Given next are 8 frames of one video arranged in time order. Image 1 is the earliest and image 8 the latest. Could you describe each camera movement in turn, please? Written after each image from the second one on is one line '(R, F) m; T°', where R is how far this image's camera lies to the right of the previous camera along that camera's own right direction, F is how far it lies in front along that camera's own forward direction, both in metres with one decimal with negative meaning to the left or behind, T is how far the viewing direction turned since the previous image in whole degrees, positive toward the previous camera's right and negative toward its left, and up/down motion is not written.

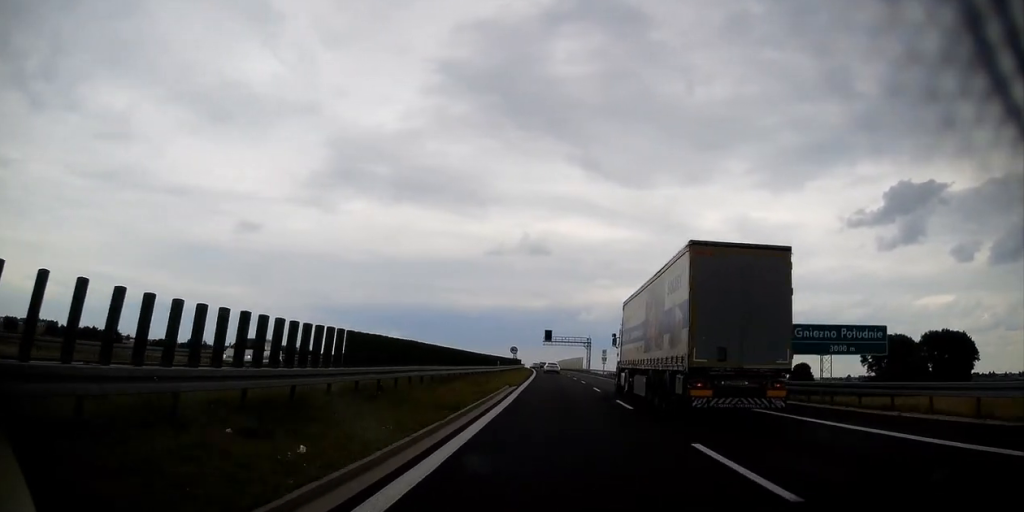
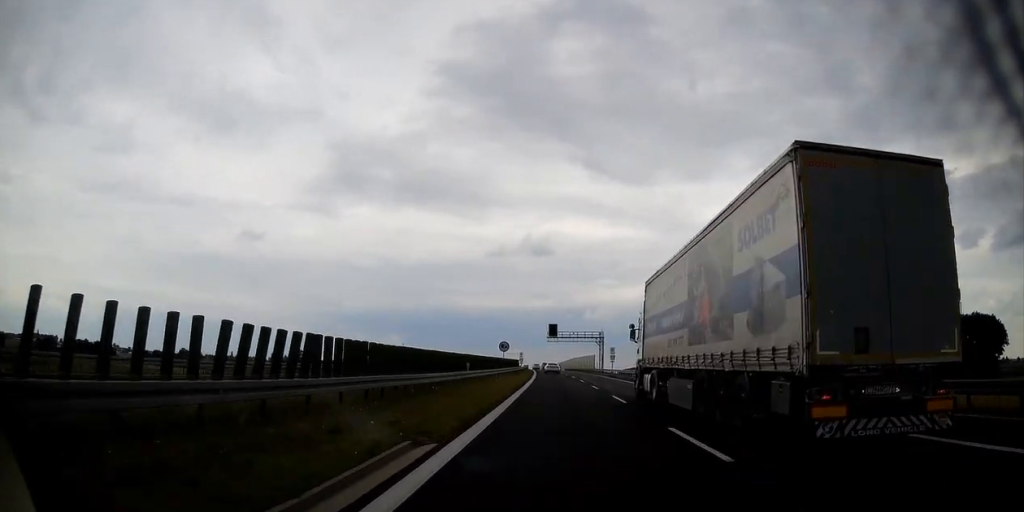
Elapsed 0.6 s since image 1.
(-0.4, +21.4) m; -1°
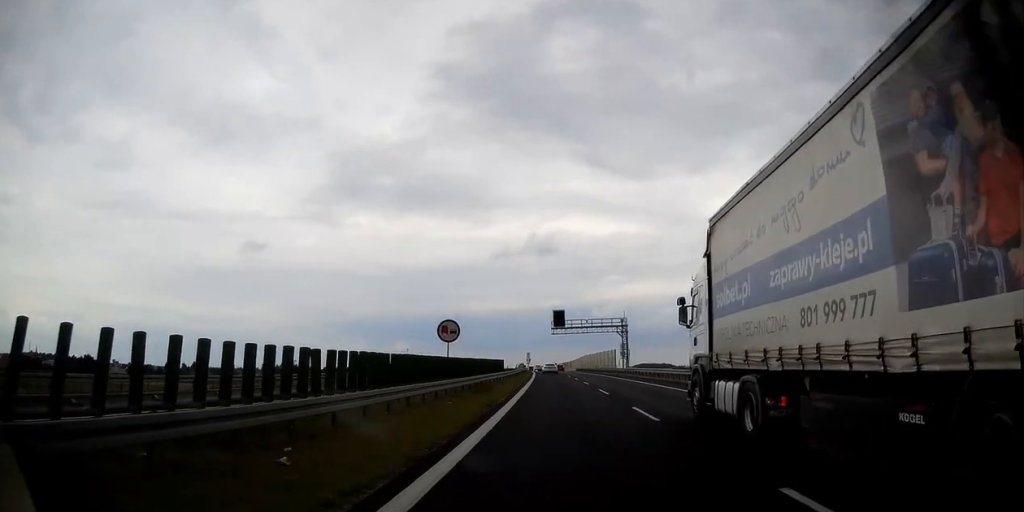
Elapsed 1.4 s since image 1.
(-0.1, +29.8) m; -1°
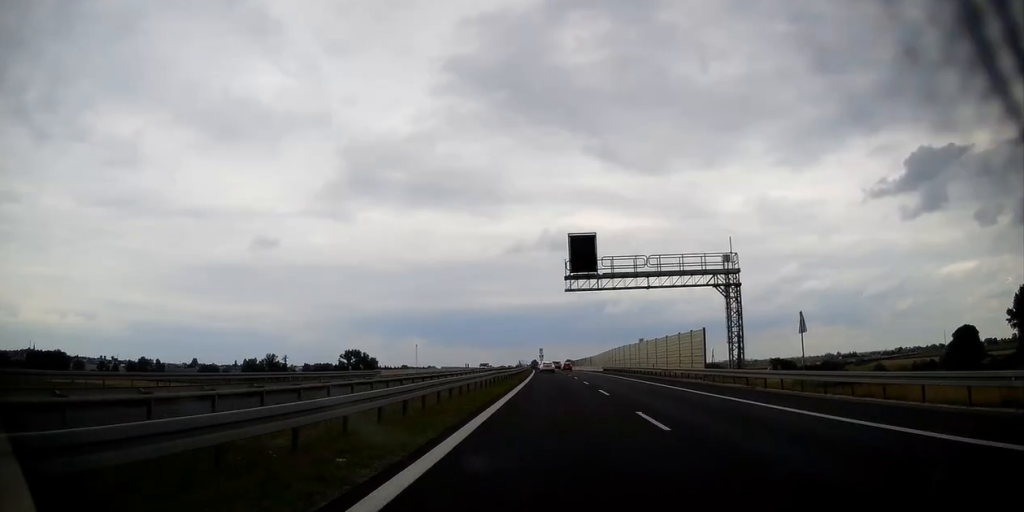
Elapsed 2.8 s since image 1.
(-0.4, +48.9) m; -2°
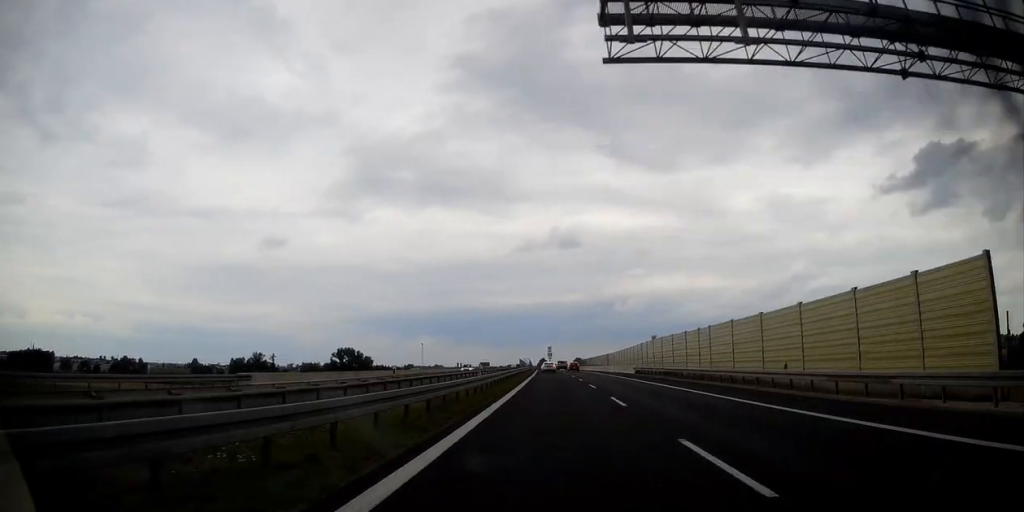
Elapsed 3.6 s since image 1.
(-0.4, +29.8) m; -1°
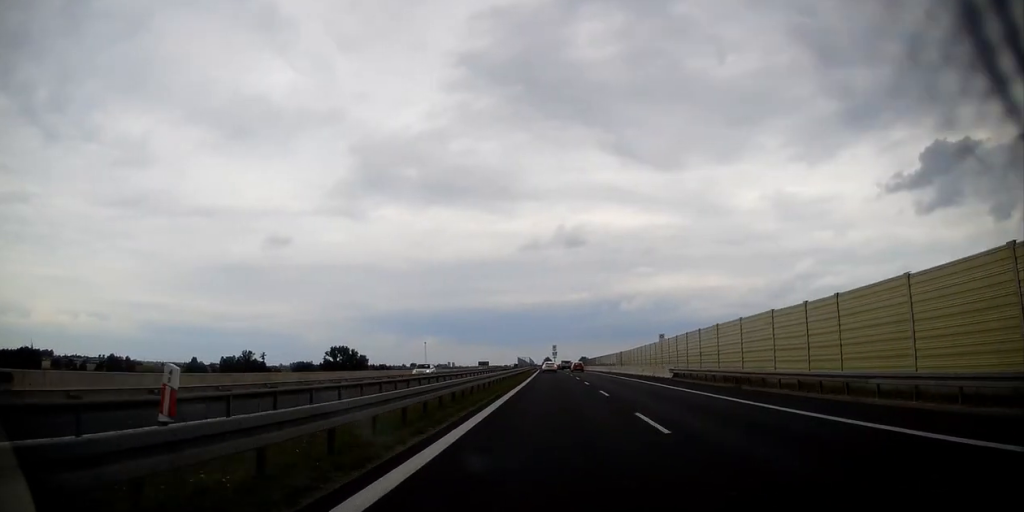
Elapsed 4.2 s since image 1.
(-0.1, +18.9) m; 0°
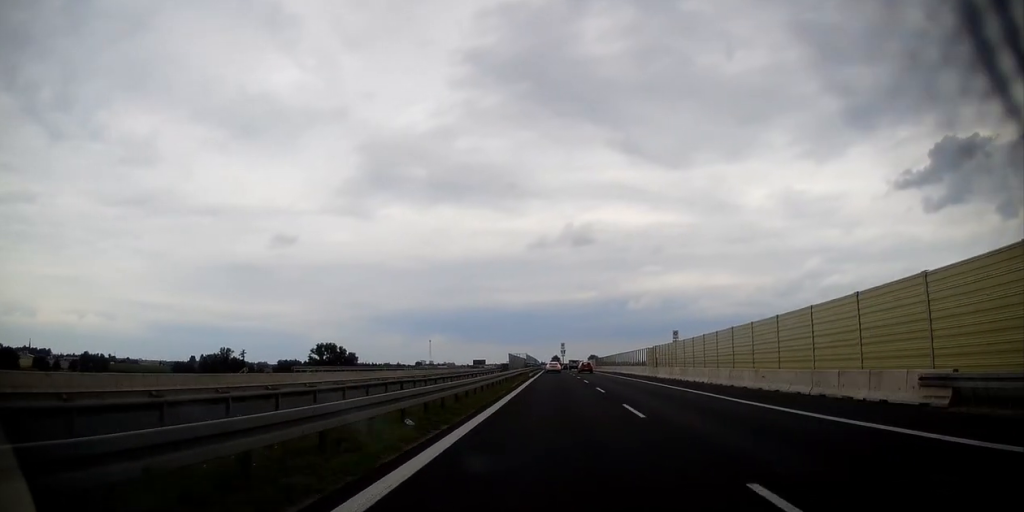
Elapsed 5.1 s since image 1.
(-0.1, +32.8) m; -1°
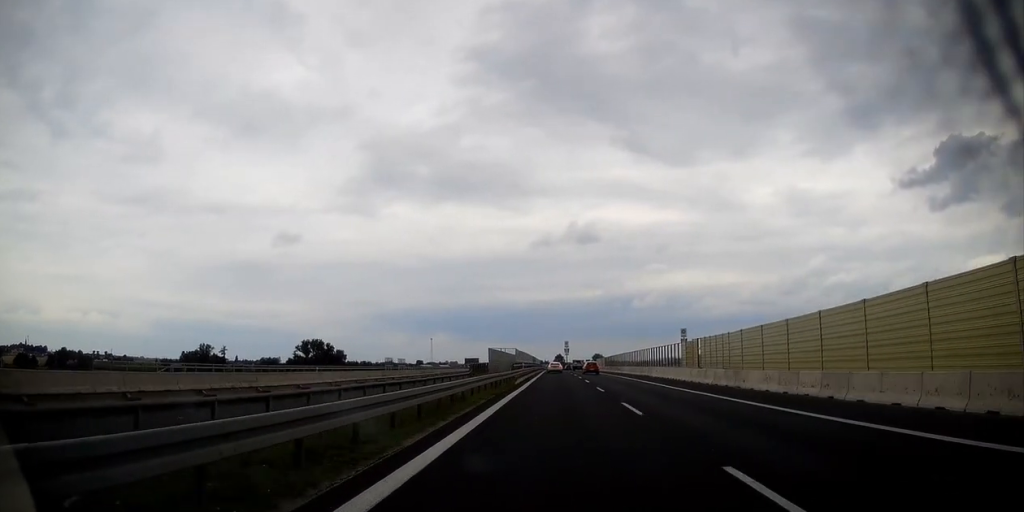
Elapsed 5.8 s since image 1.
(-0.1, +23.2) m; -1°
